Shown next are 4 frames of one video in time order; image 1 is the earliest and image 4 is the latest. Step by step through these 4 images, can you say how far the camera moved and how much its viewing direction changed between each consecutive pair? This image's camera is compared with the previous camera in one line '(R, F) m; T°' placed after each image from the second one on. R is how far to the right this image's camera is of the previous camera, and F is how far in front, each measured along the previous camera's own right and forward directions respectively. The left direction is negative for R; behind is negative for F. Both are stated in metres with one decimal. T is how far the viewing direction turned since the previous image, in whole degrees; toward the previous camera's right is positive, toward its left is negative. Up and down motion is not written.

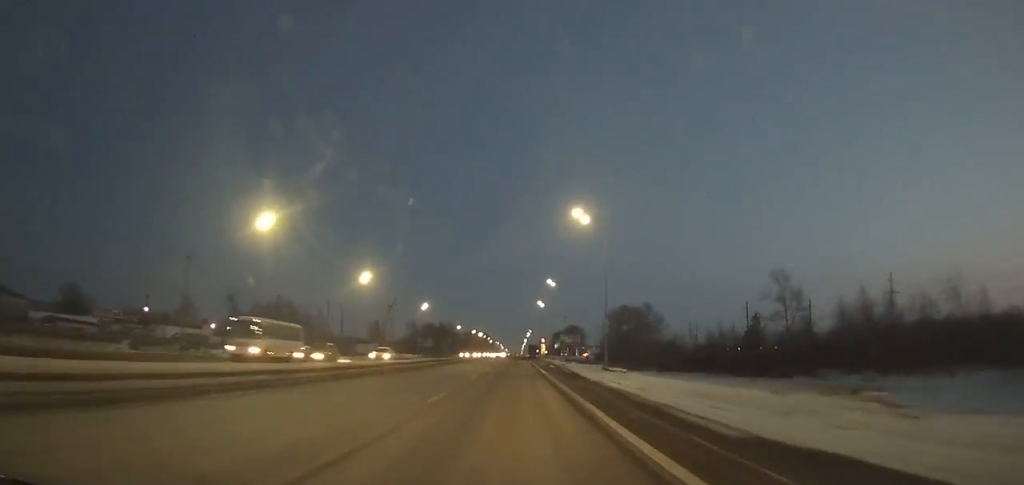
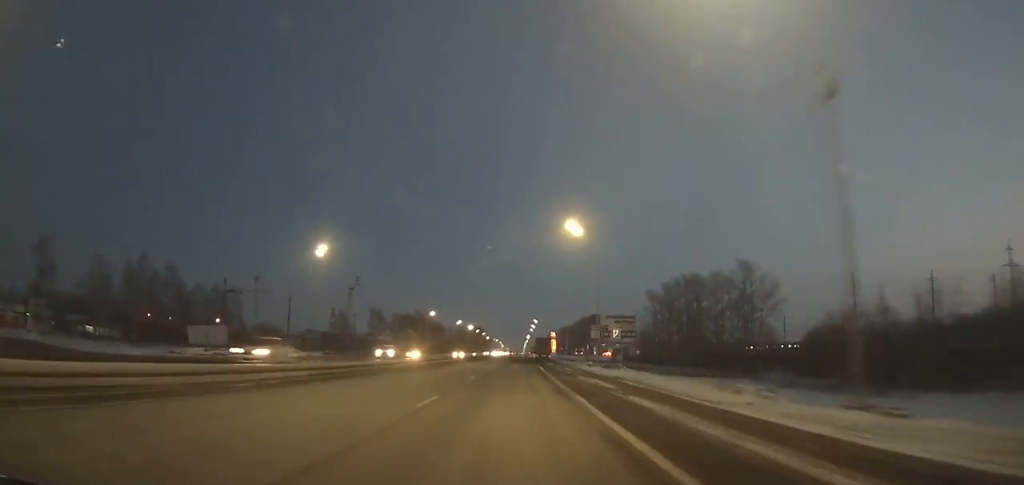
(-0.1, +72.0) m; 0°
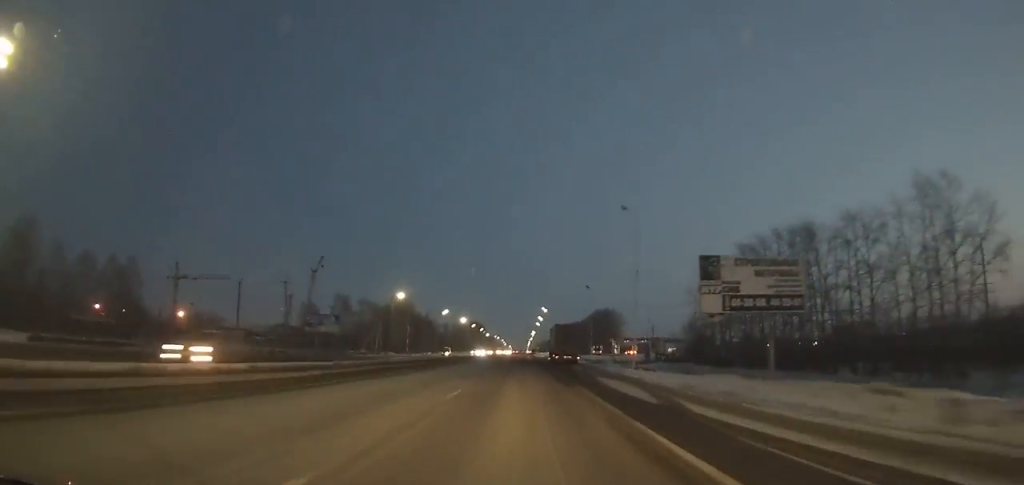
(-0.1, +45.7) m; 0°
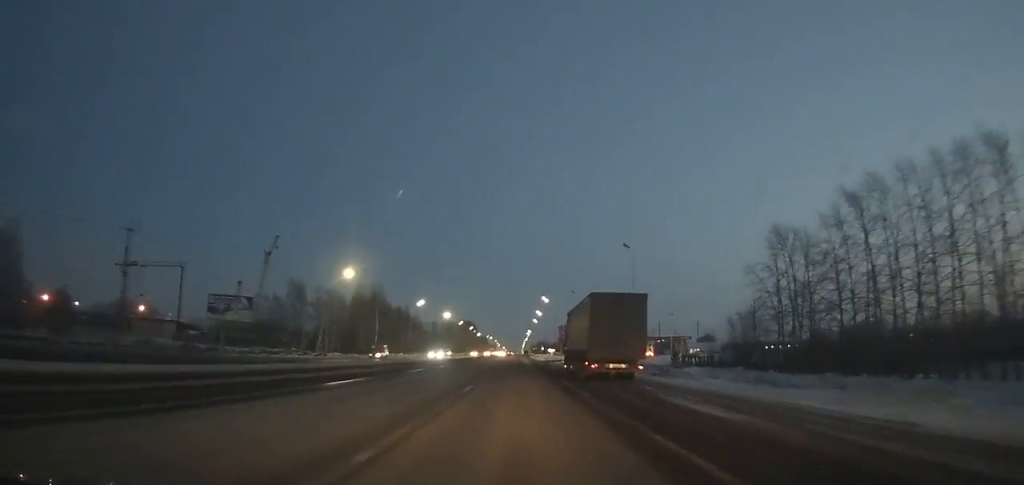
(+0.1, +31.4) m; 0°
